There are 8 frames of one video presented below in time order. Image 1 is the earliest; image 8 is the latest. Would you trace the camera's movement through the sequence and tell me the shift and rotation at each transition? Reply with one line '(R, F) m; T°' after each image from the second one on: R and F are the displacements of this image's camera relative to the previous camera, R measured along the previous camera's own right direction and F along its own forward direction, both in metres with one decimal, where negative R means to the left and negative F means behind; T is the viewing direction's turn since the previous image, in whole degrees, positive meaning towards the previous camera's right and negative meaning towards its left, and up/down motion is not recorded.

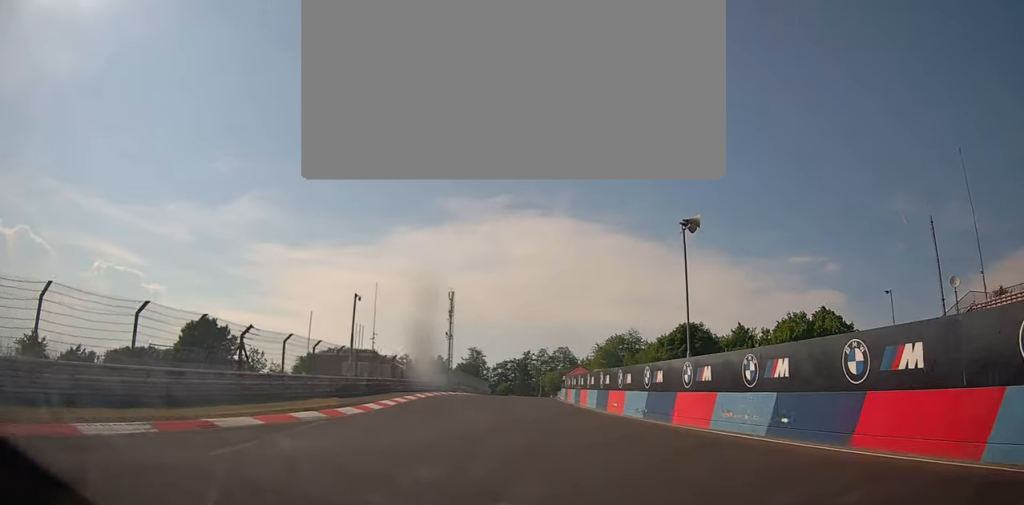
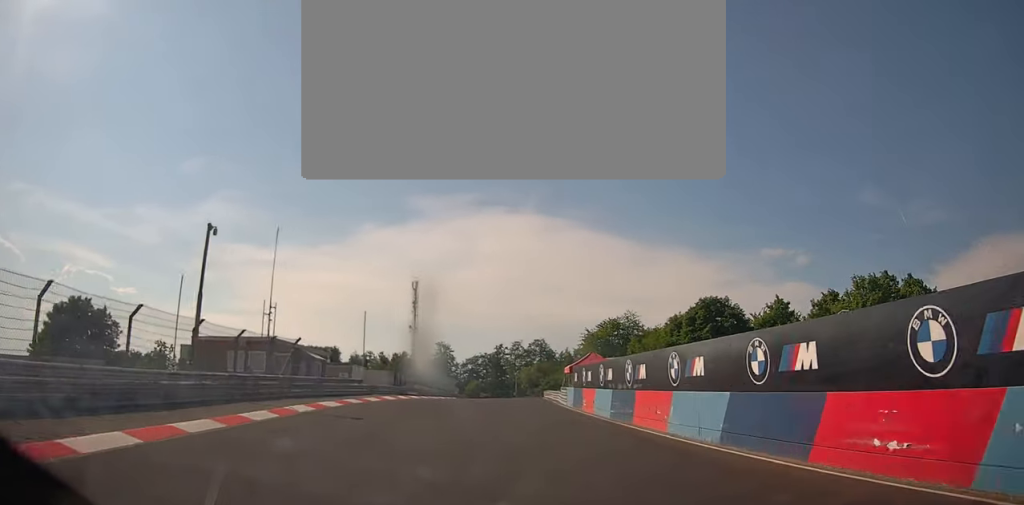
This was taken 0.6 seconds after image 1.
(+0.2, +19.2) m; +2°
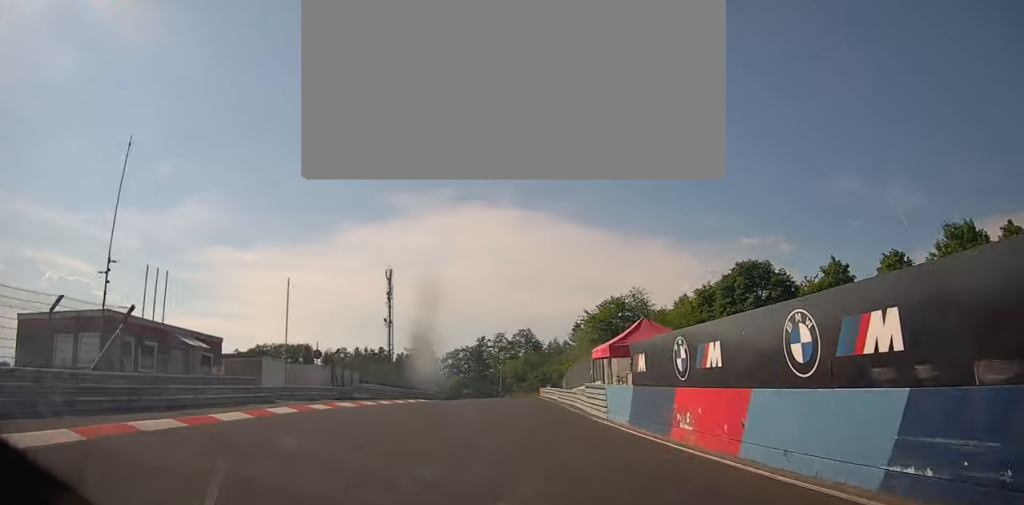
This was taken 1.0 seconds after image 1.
(+0.1, +14.3) m; +2°
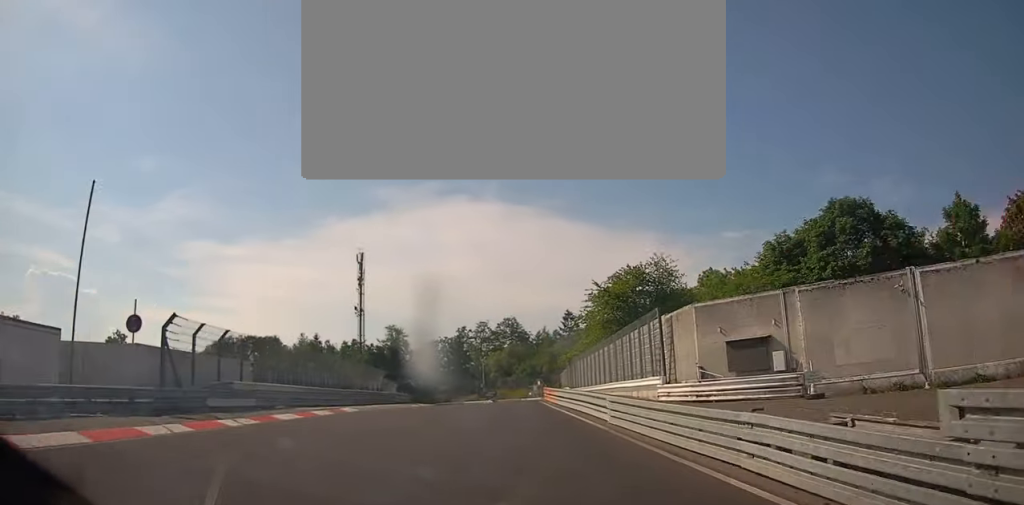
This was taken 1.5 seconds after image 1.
(-0.2, +17.1) m; +2°
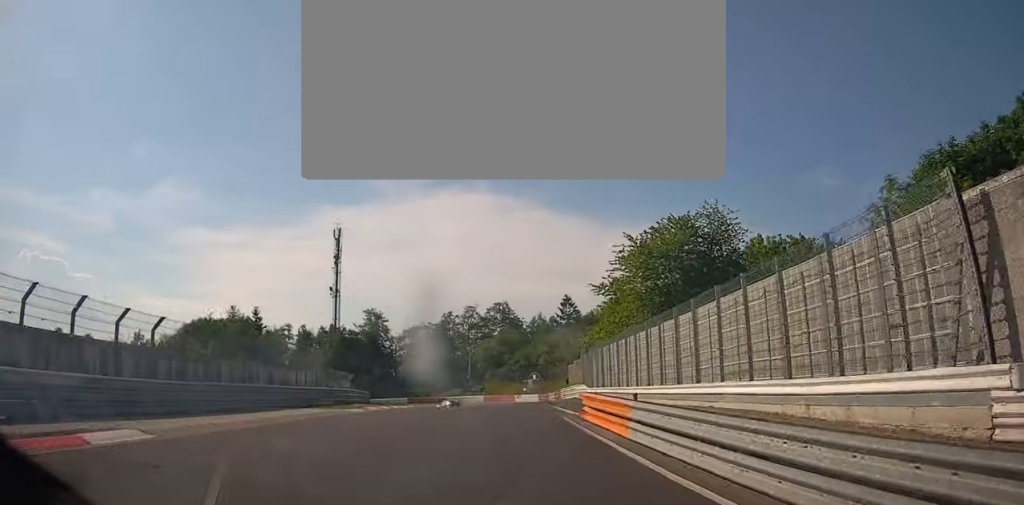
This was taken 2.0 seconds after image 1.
(+0.8, +15.8) m; +2°
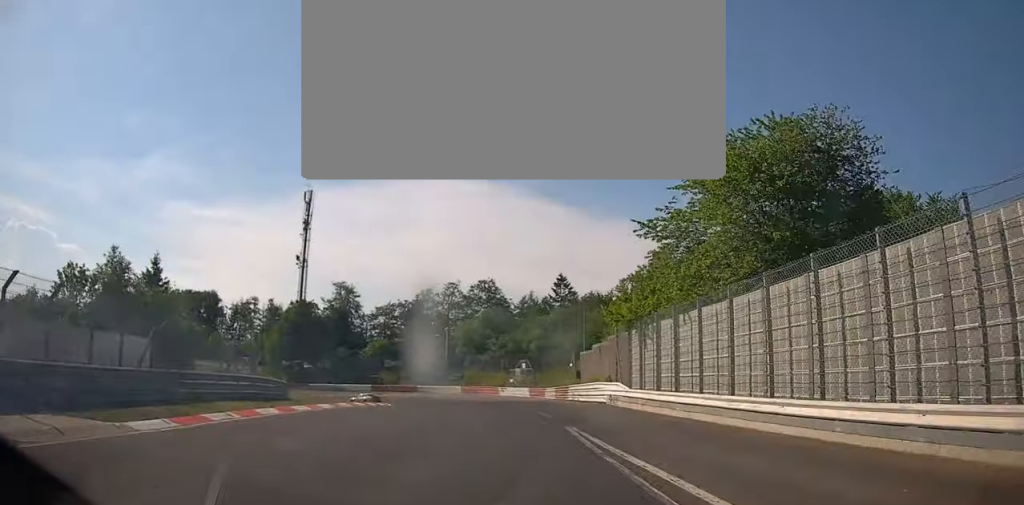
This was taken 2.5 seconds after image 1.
(+0.3, +16.7) m; +1°
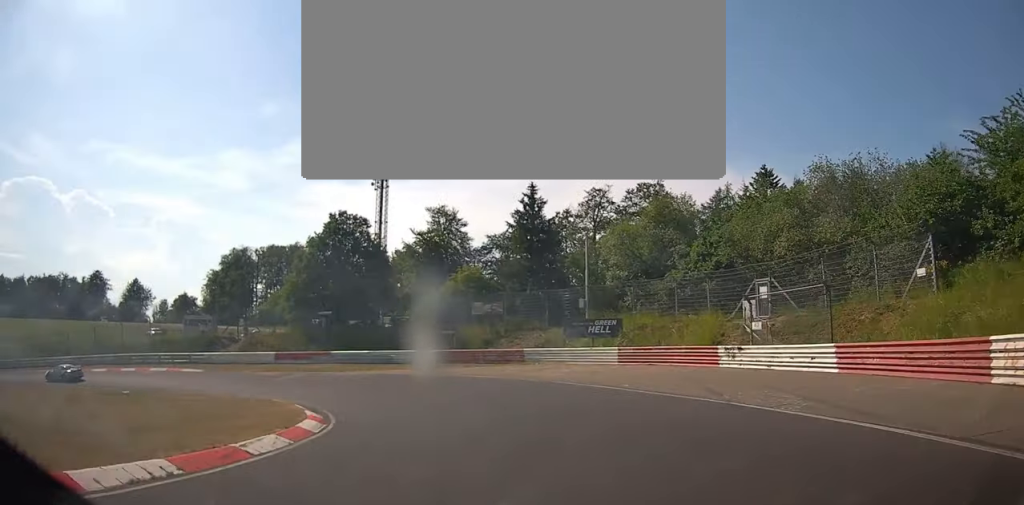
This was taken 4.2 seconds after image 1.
(-3.9, +47.5) m; -27°
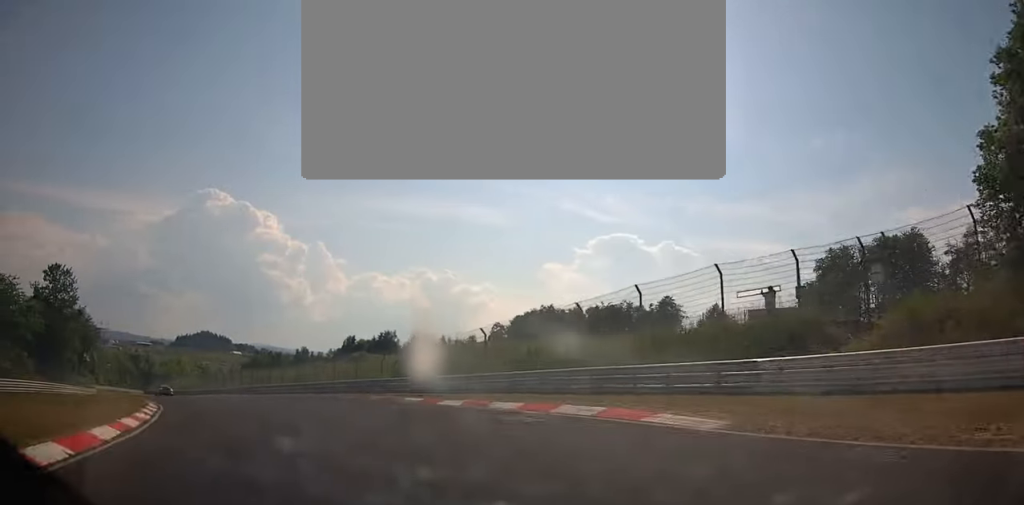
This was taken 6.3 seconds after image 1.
(-23.5, +29.8) m; -72°
